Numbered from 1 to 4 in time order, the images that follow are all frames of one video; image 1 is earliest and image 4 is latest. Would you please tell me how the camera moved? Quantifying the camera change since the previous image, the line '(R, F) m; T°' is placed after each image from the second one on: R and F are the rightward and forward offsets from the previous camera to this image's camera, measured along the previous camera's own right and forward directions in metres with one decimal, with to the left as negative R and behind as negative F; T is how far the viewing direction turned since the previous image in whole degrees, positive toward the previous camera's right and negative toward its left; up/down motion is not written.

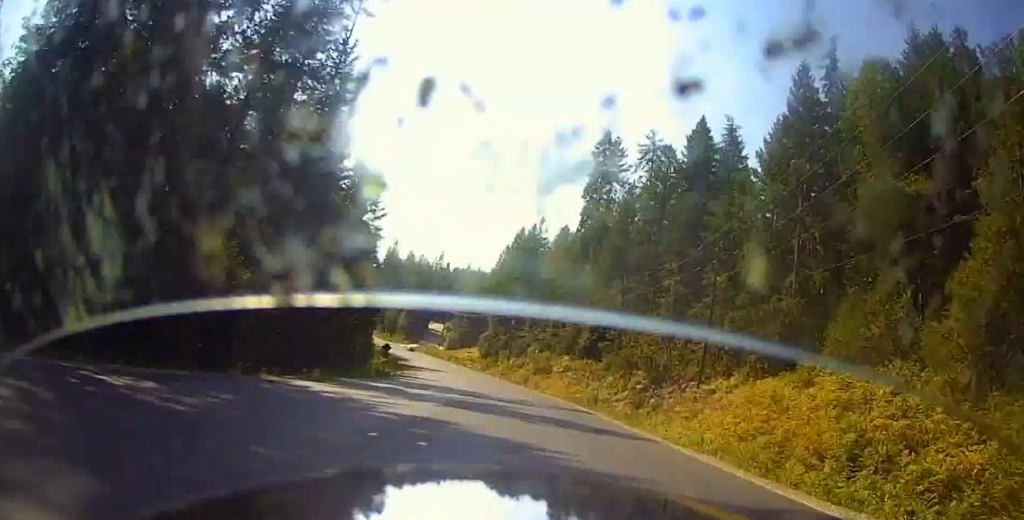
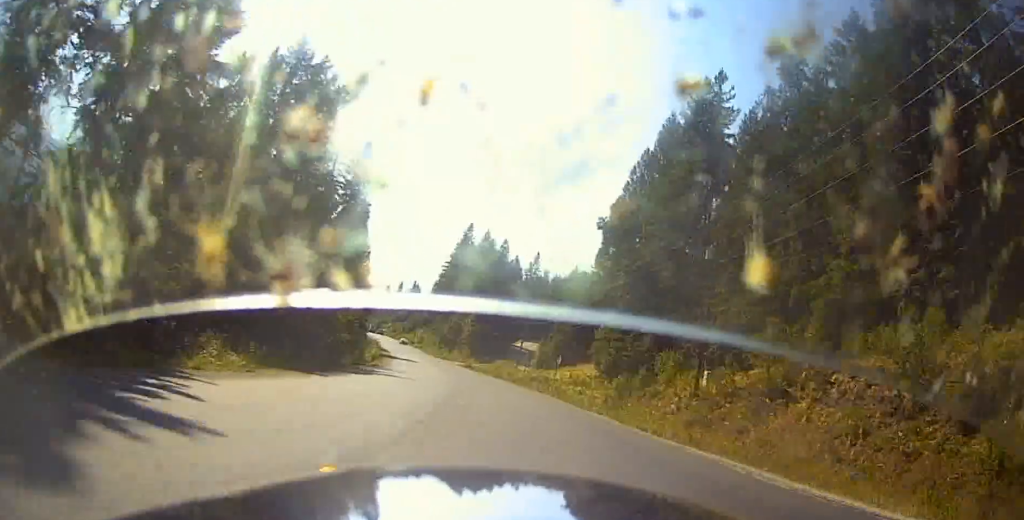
(-3.7, +75.7) m; -8°
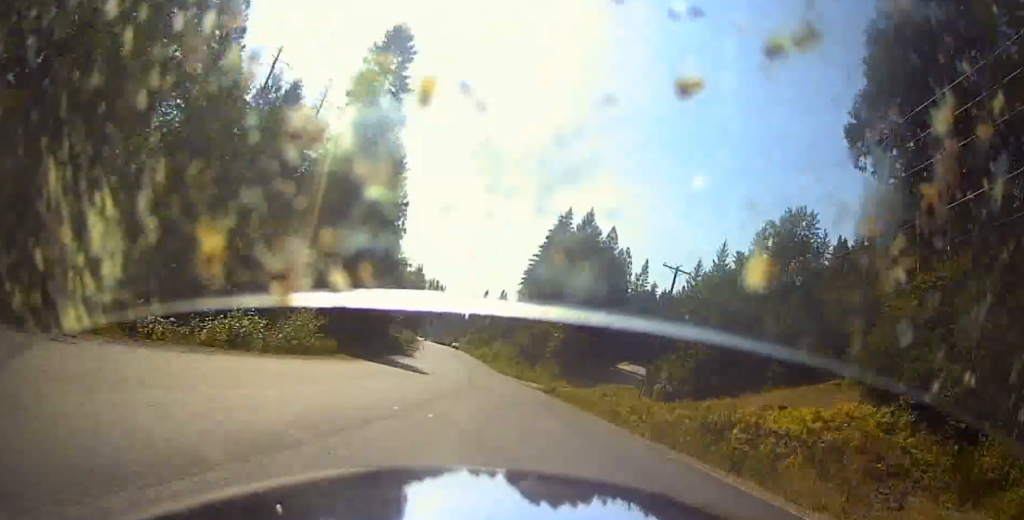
(-1.8, +40.2) m; -8°
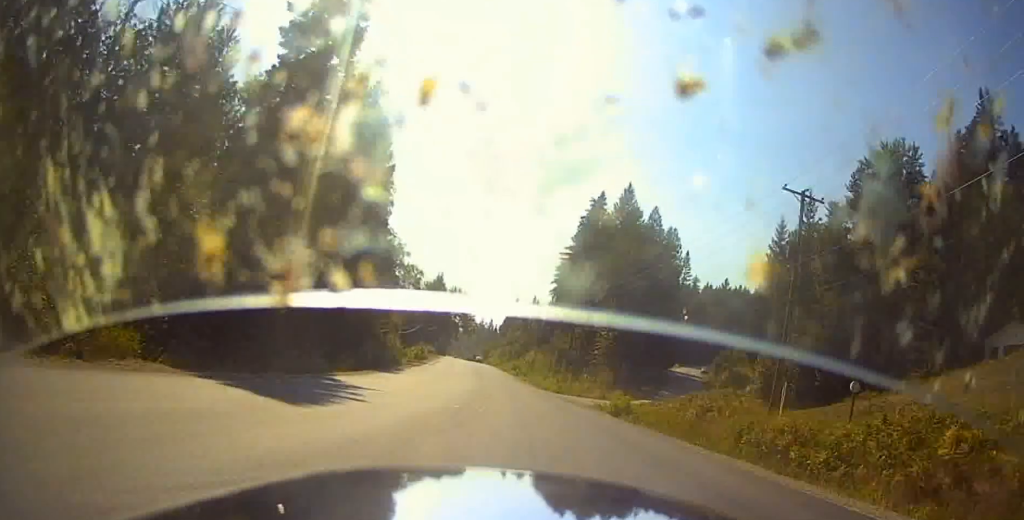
(-1.0, +17.7) m; -5°
